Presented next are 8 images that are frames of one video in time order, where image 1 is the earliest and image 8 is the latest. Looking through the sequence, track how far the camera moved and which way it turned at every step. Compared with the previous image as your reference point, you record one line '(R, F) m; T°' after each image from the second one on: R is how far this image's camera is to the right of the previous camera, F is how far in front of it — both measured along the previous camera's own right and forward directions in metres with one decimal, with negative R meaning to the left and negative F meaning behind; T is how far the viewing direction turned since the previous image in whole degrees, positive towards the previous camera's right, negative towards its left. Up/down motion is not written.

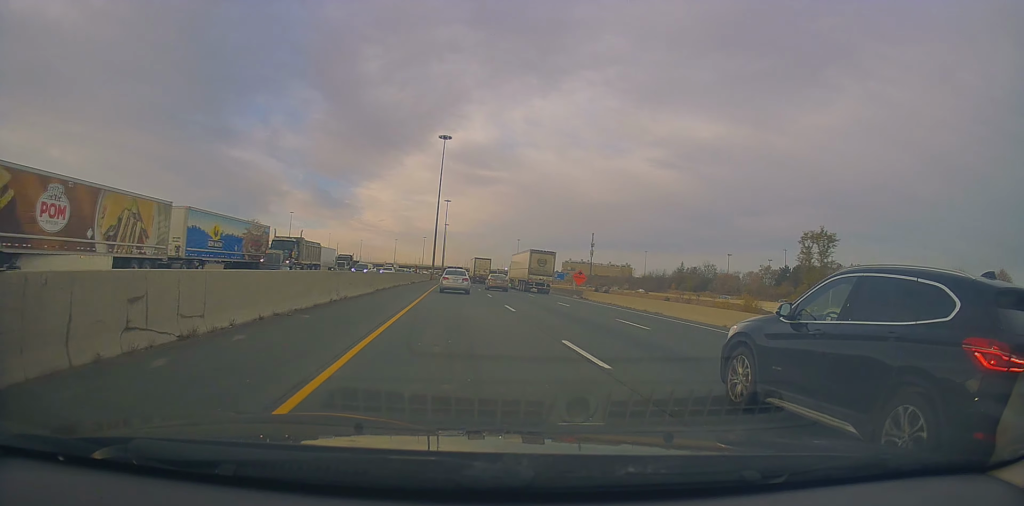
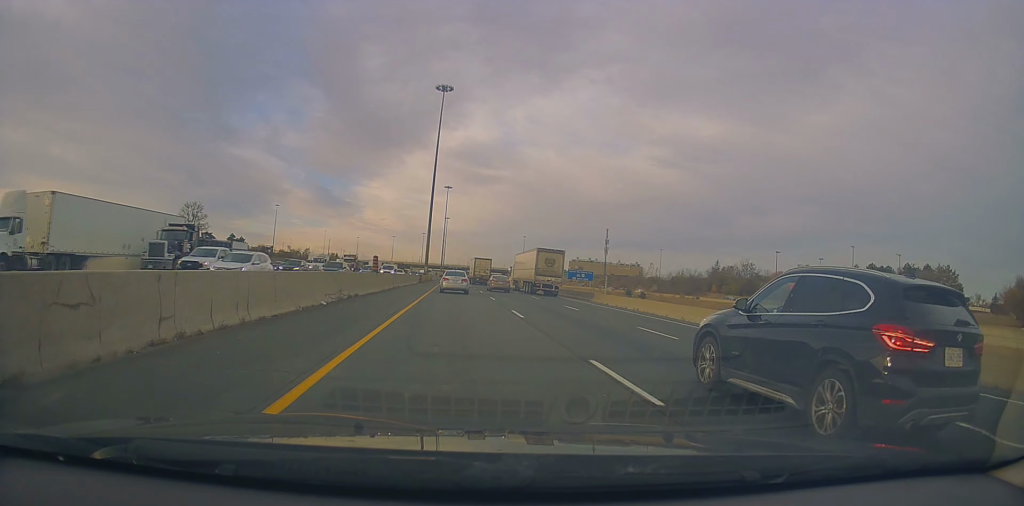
(+0.2, +40.3) m; 0°
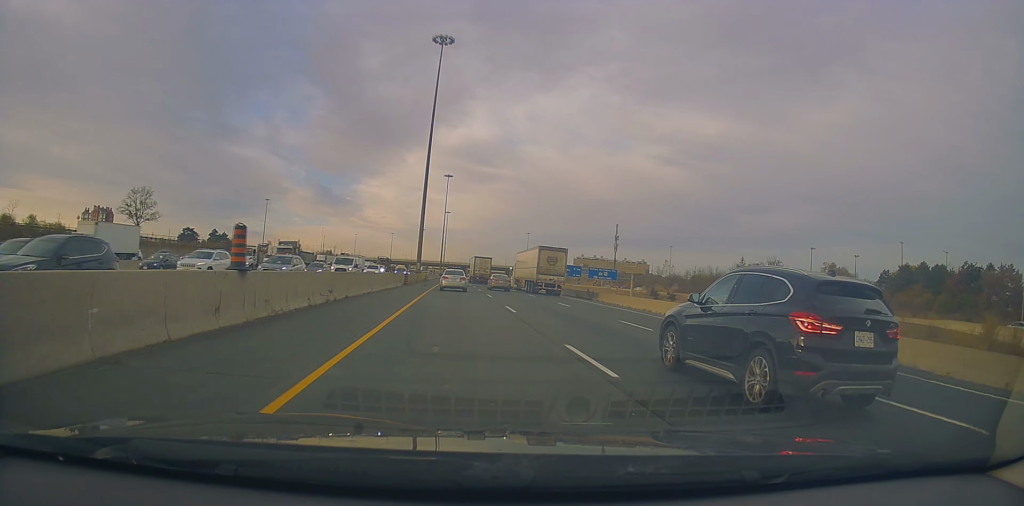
(-0.4, +22.8) m; 0°
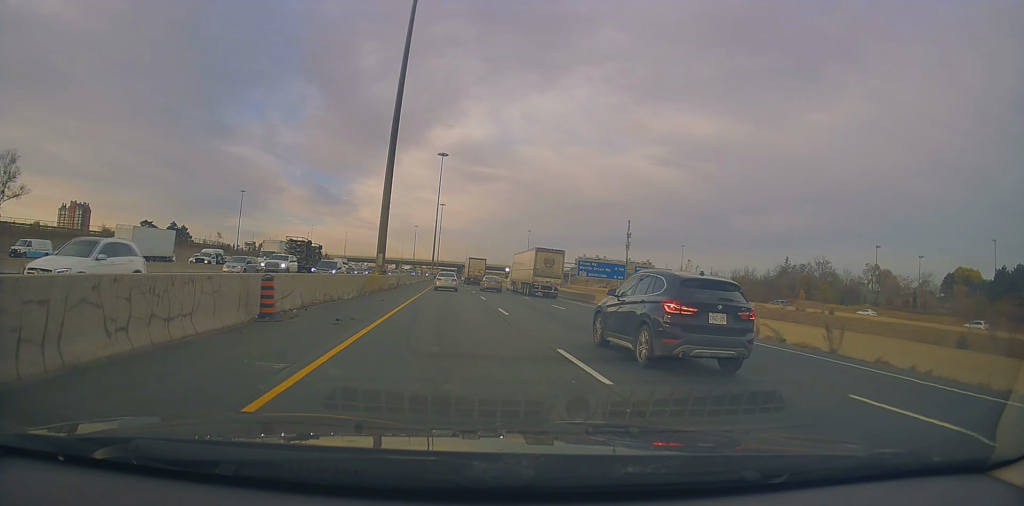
(+0.4, +38.3) m; +1°
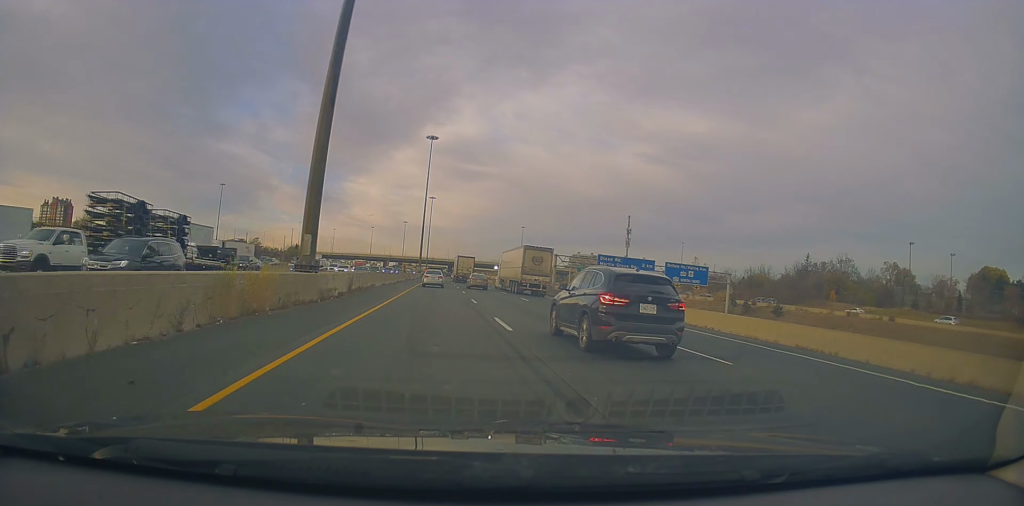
(0.0, +18.1) m; 0°
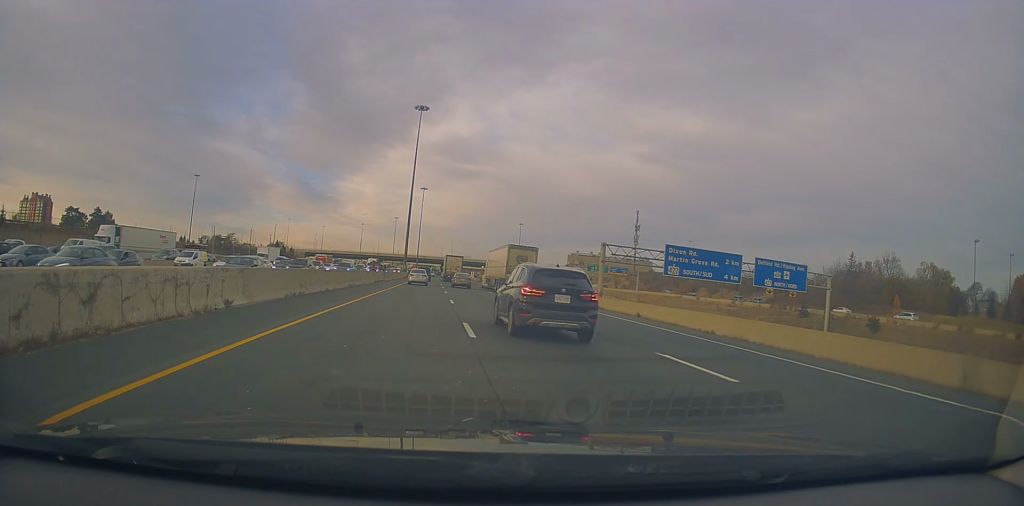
(+0.2, +26.7) m; 0°
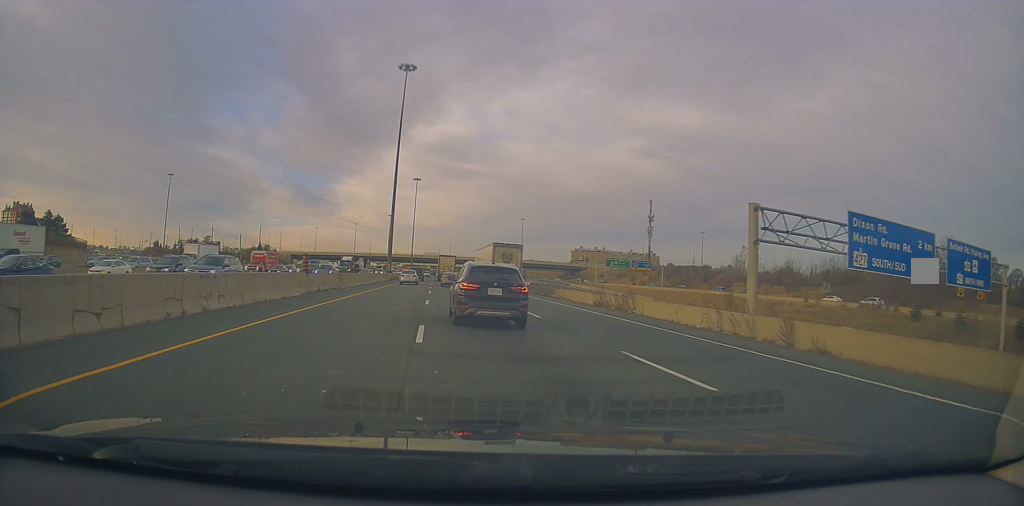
(-0.1, +25.1) m; 0°
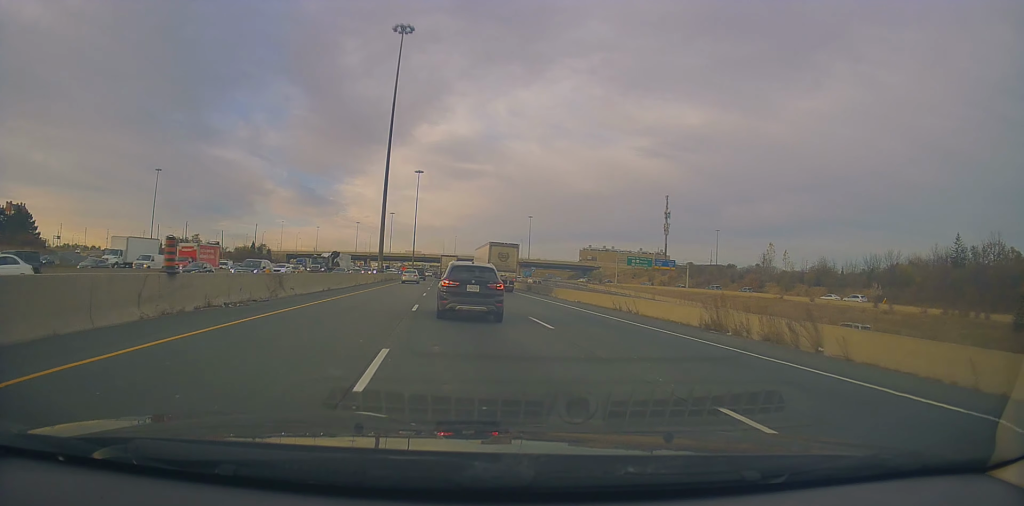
(+0.2, +16.6) m; +1°
